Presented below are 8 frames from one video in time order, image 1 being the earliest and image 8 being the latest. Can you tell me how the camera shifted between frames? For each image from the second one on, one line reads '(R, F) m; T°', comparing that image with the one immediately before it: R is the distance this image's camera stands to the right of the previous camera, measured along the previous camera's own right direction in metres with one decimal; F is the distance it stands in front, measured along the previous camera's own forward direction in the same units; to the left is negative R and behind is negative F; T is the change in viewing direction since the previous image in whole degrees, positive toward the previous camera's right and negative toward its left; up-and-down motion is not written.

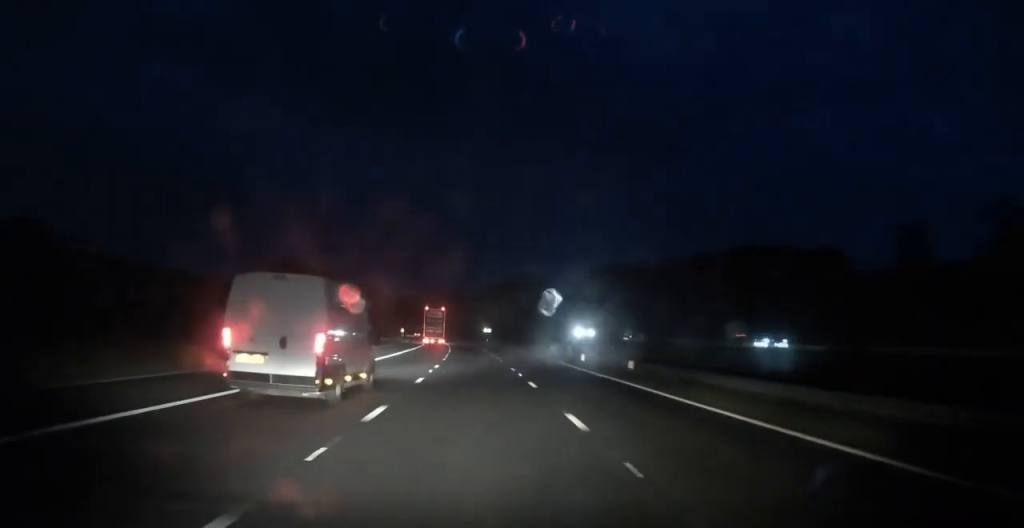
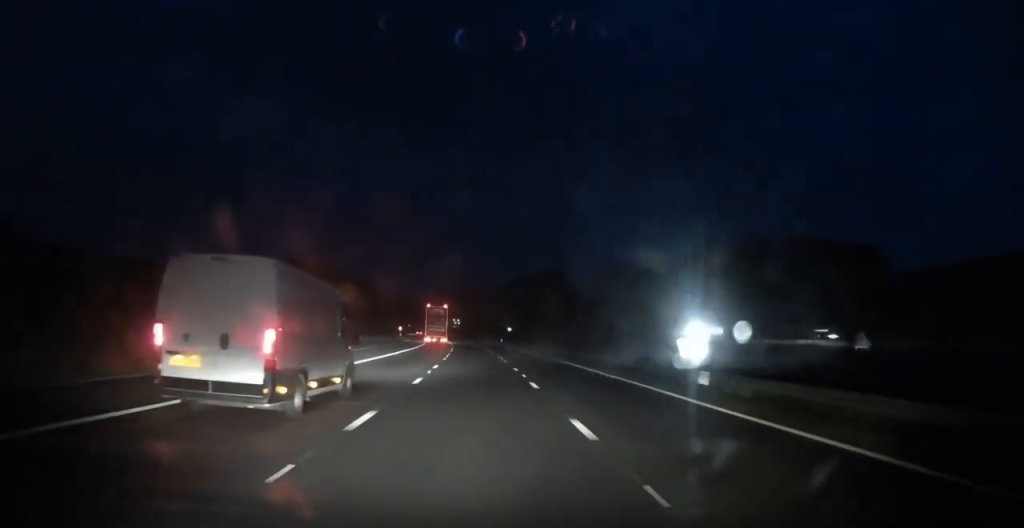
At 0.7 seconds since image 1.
(-0.2, +20.8) m; -1°
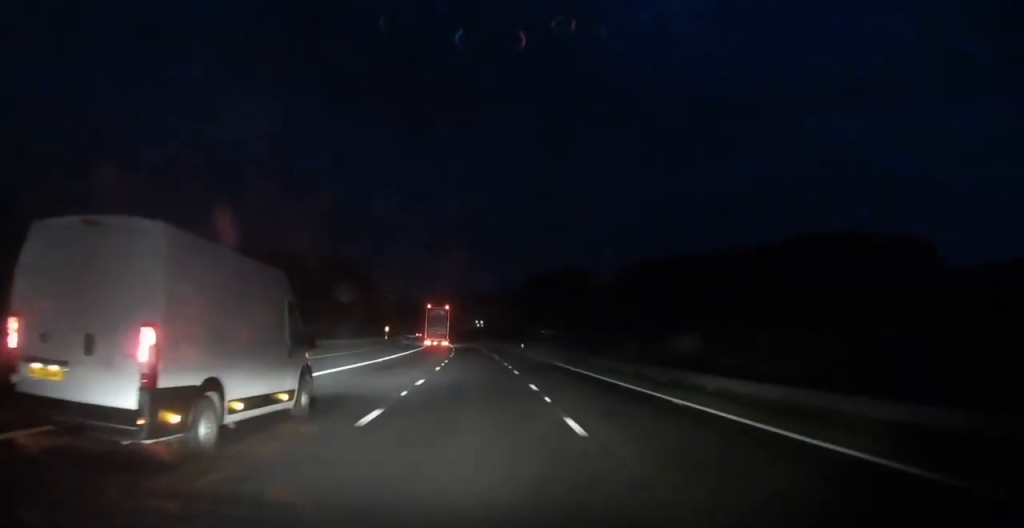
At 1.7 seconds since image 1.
(-0.2, +27.4) m; -1°
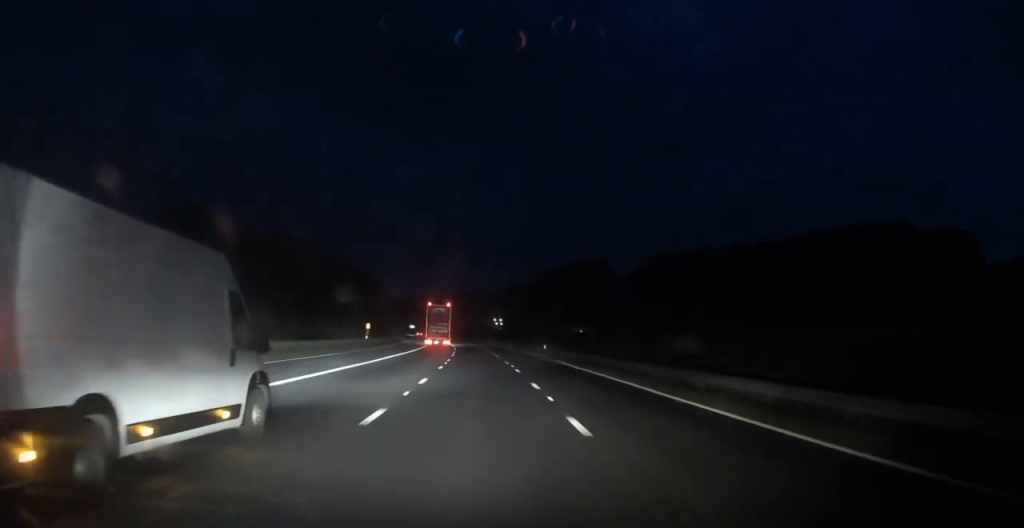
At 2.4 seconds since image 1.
(-0.3, +18.9) m; -1°
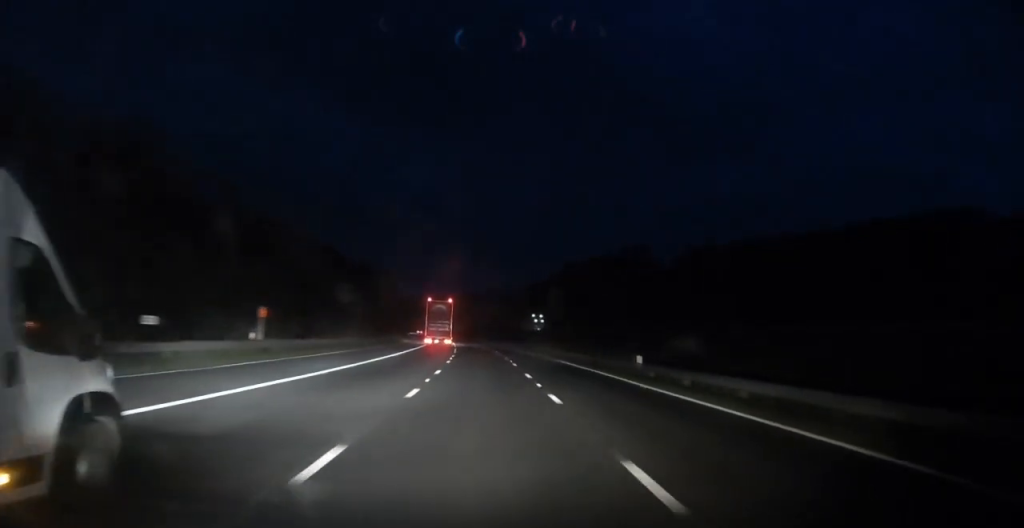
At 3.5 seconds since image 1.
(-0.4, +33.0) m; -1°
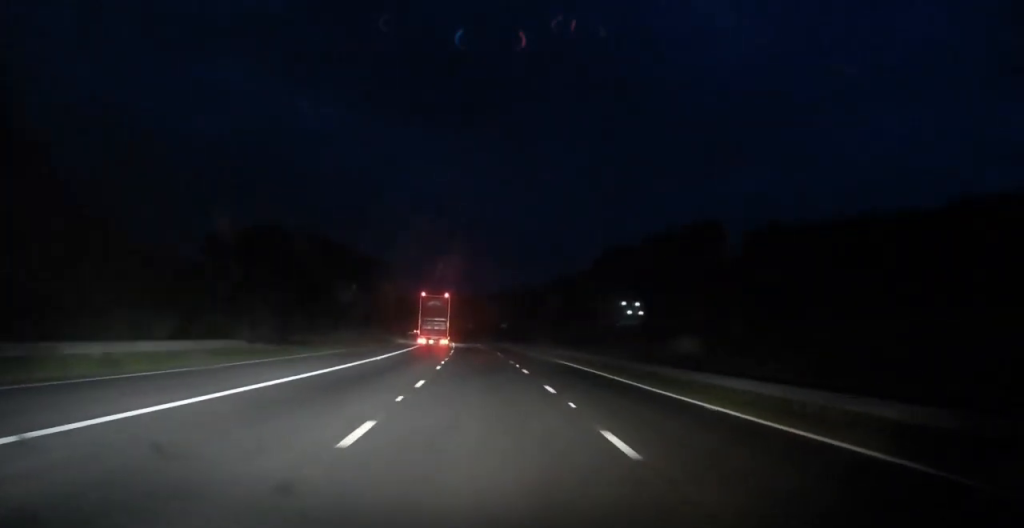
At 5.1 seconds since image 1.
(-0.6, +44.3) m; -2°
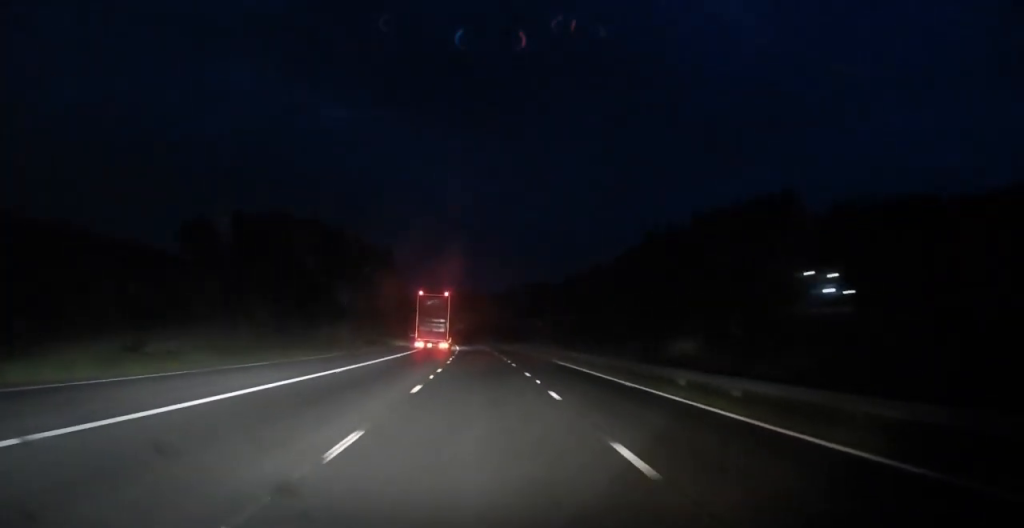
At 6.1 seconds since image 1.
(-0.4, +29.3) m; -2°
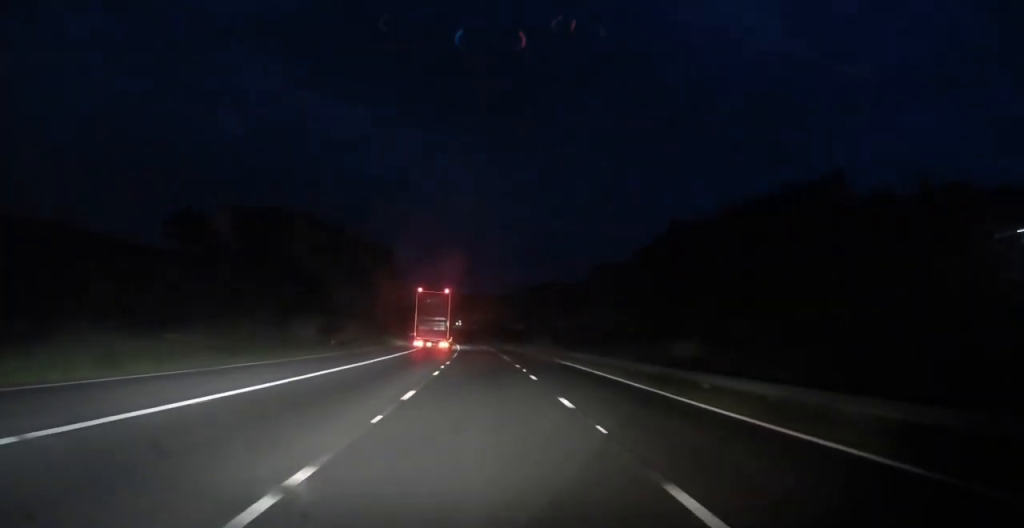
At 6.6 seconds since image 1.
(0.0, +12.3) m; -1°
